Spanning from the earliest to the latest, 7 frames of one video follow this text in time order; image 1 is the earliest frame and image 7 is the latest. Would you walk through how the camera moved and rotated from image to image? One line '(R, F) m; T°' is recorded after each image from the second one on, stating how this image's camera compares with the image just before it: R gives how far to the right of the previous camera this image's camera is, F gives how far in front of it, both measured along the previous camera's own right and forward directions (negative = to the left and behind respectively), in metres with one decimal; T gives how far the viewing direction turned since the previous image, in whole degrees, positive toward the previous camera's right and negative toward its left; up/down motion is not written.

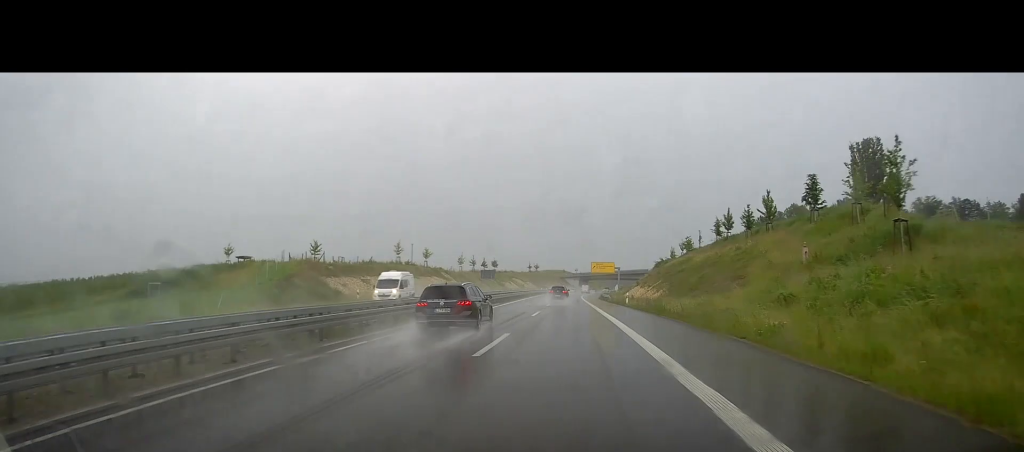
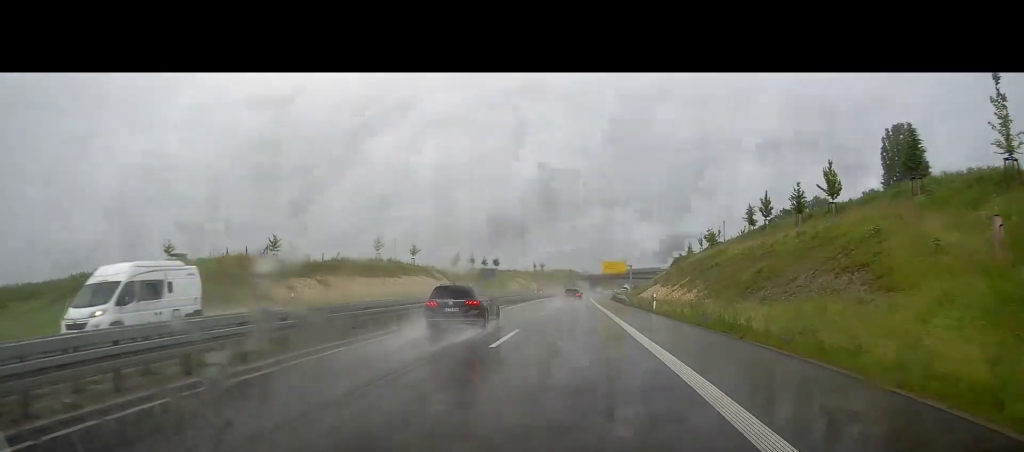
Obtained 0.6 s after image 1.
(0.0, +16.0) m; 0°
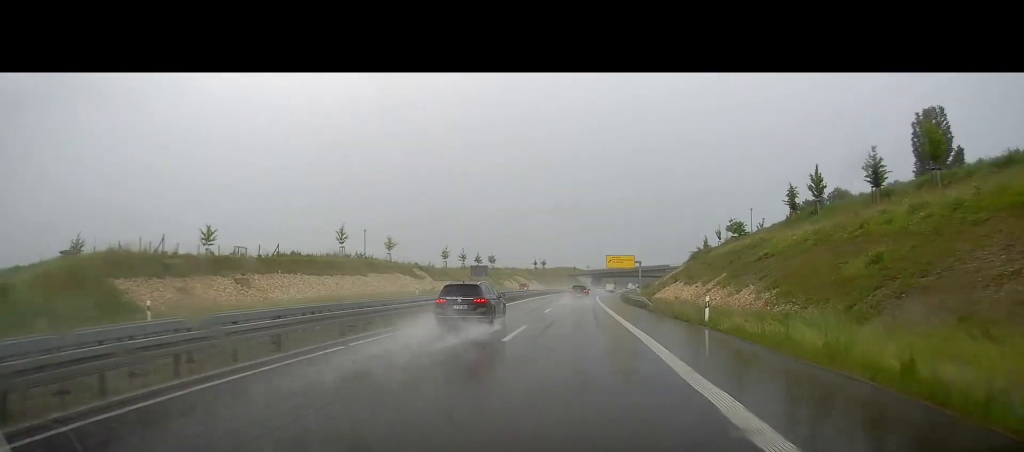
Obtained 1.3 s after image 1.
(-0.1, +16.8) m; -1°
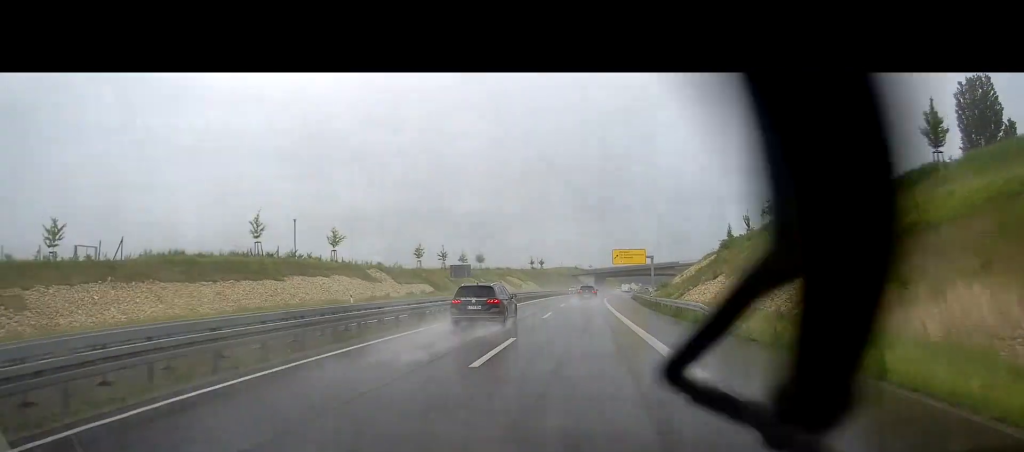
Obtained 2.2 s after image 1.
(-0.1, +23.3) m; -1°
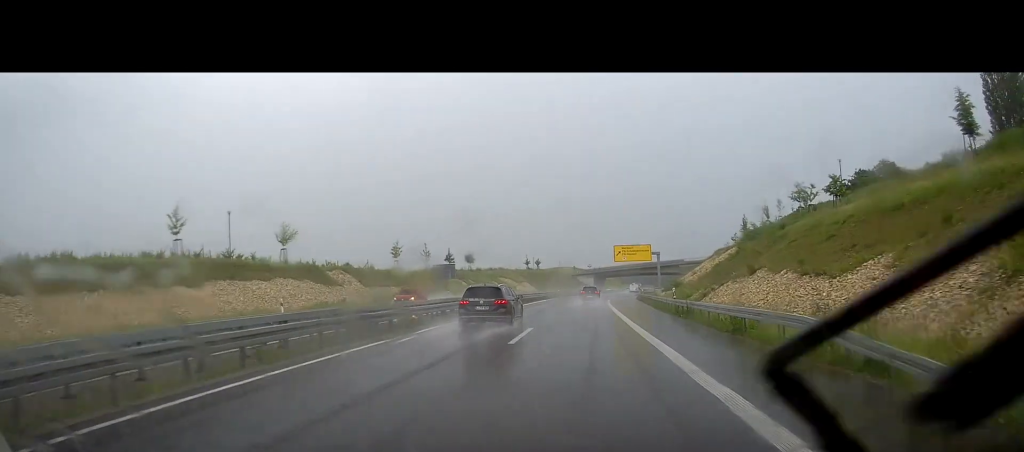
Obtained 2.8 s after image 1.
(0.0, +13.2) m; 0°
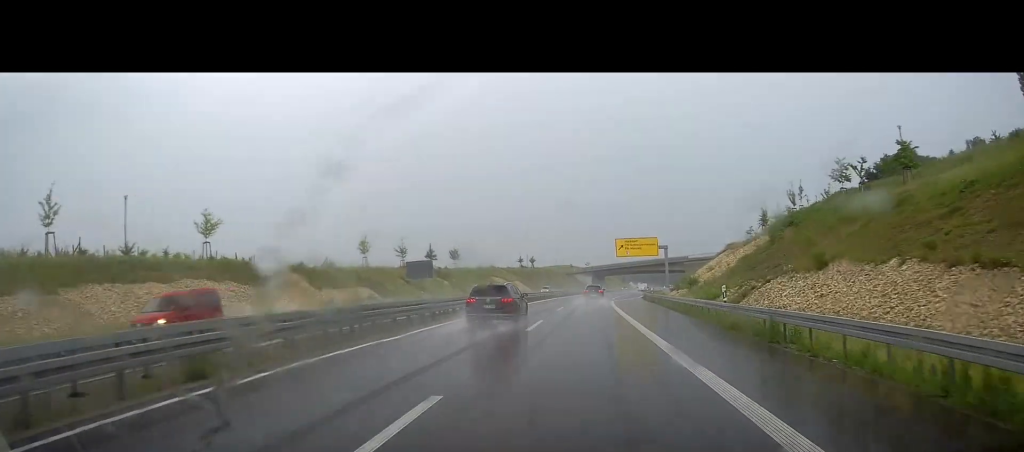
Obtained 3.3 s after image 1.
(0.0, +14.0) m; 0°
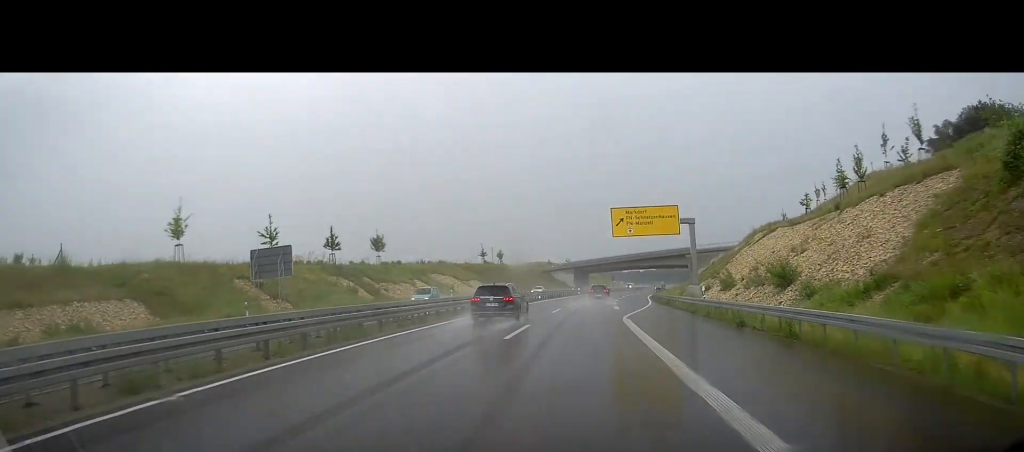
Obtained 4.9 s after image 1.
(+0.1, +38.9) m; +1°
